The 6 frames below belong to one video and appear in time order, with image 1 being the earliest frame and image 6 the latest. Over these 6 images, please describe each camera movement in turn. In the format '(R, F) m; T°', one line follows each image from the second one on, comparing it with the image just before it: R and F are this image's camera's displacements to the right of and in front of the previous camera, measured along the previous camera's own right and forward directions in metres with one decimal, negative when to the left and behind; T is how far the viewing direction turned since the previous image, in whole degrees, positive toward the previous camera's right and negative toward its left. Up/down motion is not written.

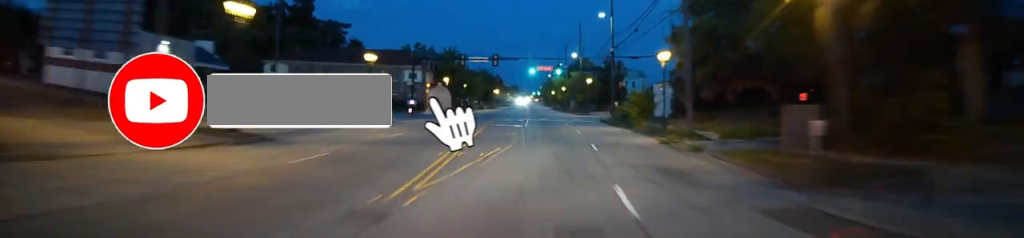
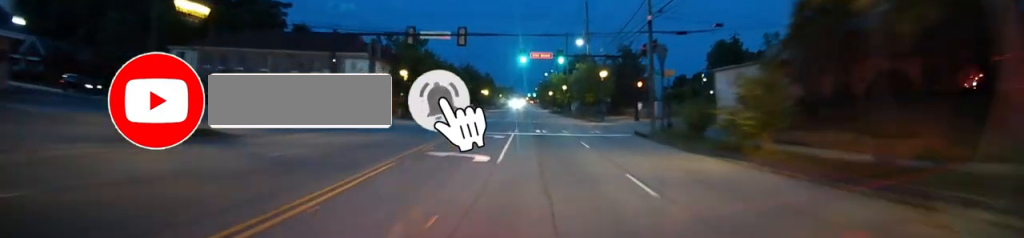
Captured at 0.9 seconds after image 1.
(+0.4, +22.5) m; +1°
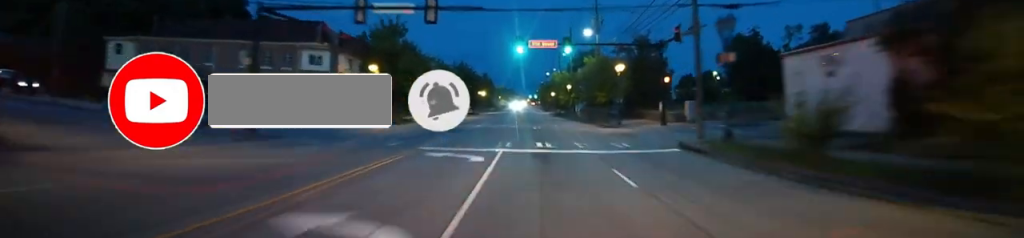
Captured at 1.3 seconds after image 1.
(+0.2, +10.5) m; 0°
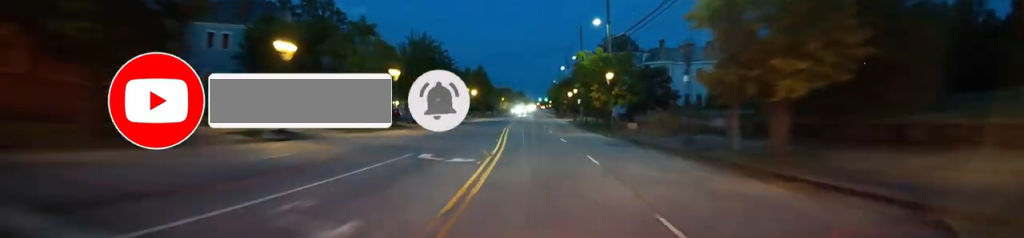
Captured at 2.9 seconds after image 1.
(-0.6, +39.5) m; -2°
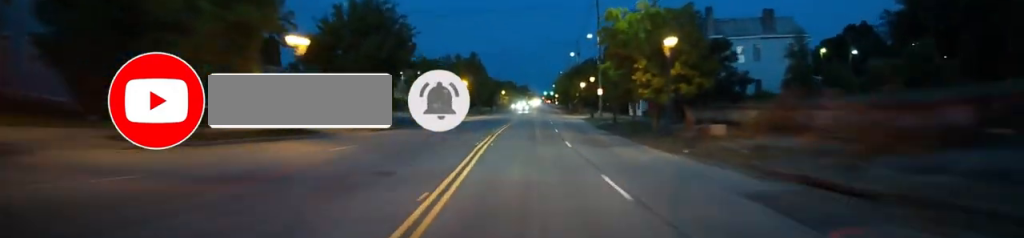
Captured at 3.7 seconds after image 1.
(-0.1, +20.4) m; -1°
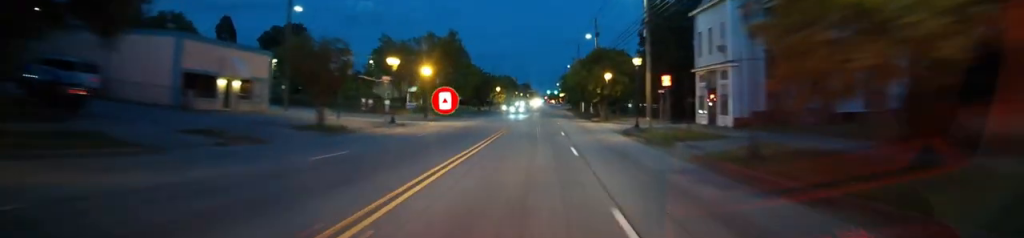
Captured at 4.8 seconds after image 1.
(-0.3, +29.3) m; 0°
